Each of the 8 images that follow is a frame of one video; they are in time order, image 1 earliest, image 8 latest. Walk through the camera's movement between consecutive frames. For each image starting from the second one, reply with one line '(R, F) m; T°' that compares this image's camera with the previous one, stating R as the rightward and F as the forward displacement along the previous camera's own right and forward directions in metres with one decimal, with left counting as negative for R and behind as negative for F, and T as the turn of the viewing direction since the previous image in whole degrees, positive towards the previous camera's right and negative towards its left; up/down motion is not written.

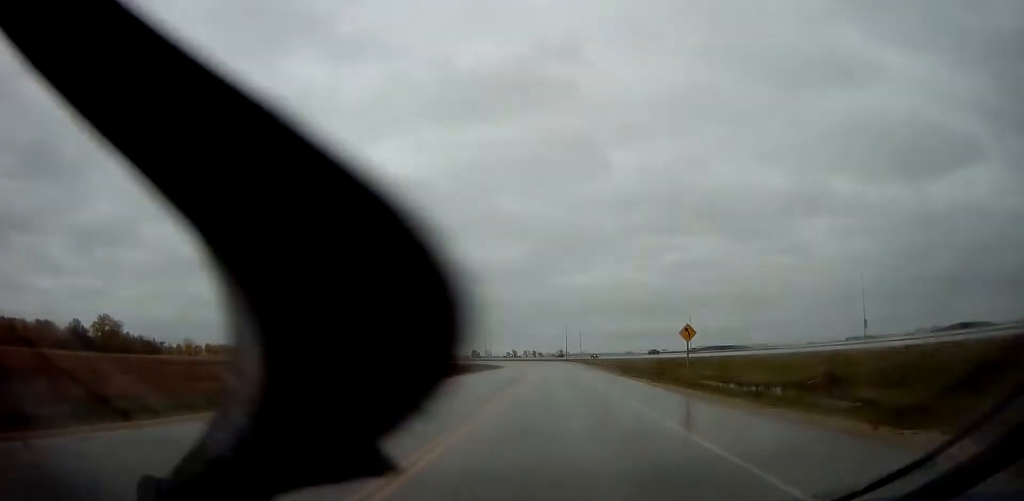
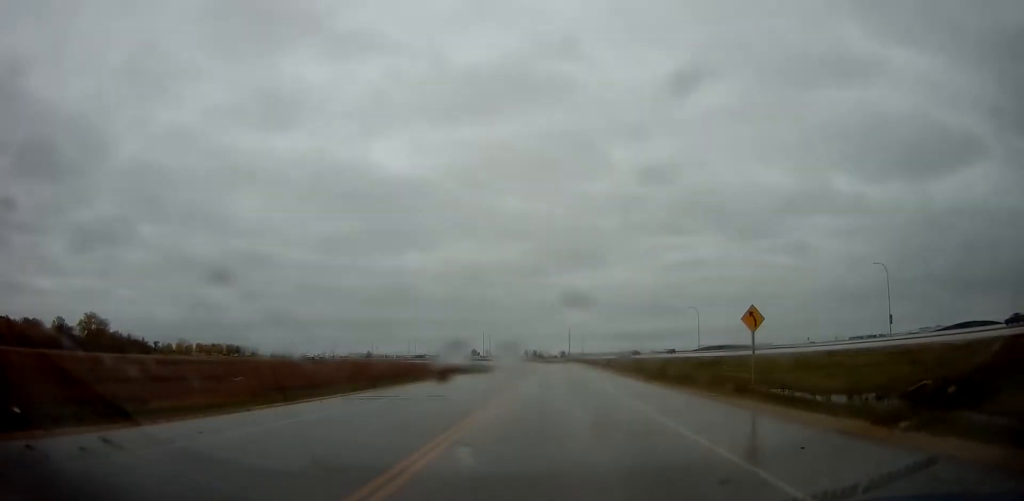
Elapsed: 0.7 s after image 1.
(0.0, +10.6) m; -1°
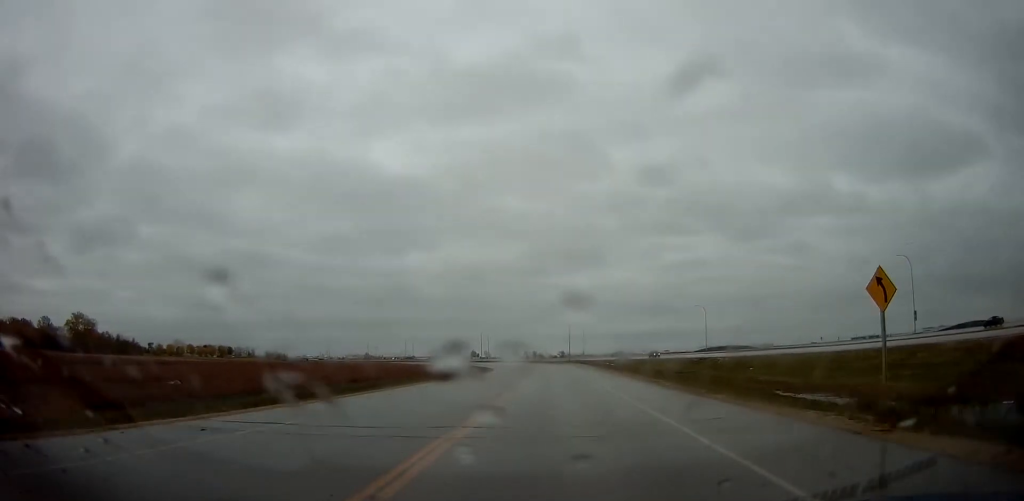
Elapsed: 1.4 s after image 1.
(-0.2, +9.2) m; 0°
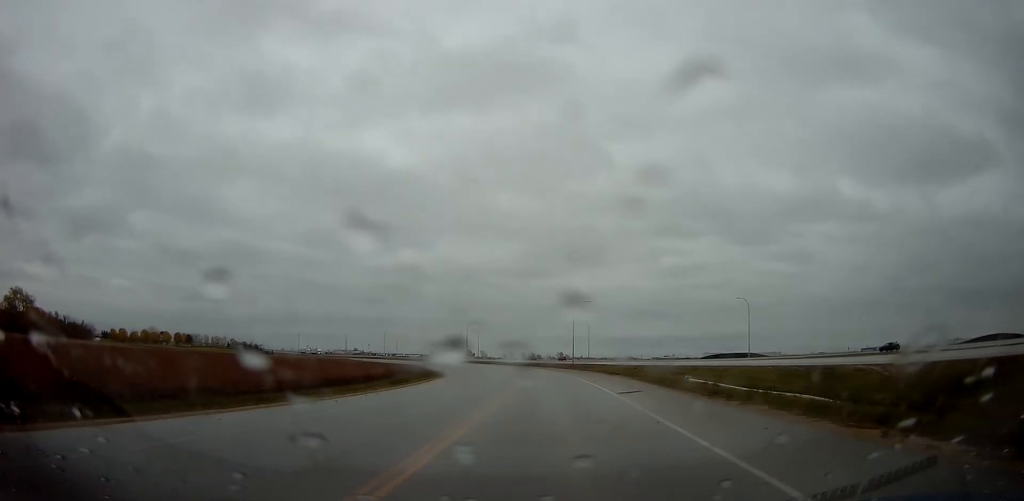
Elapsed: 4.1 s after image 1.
(+0.4, +41.1) m; 0°
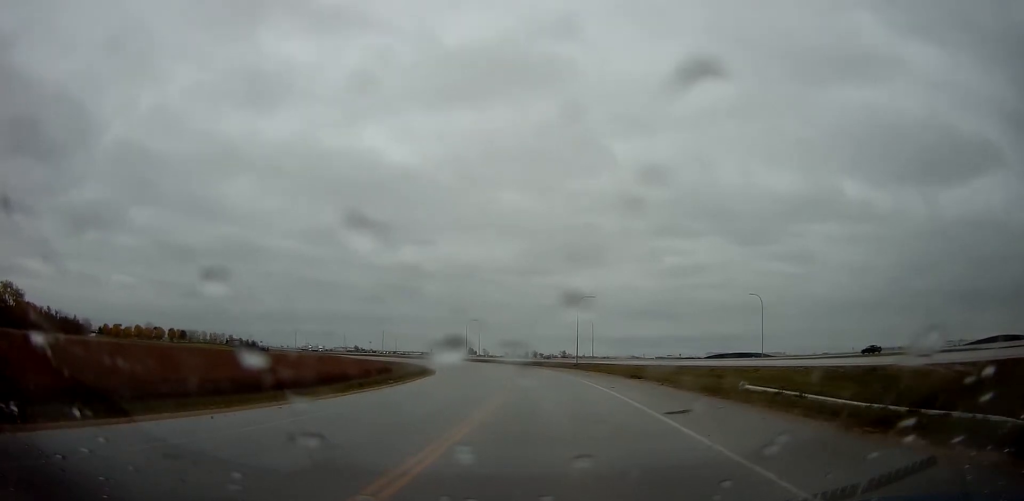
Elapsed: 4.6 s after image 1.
(-0.2, +7.7) m; 0°
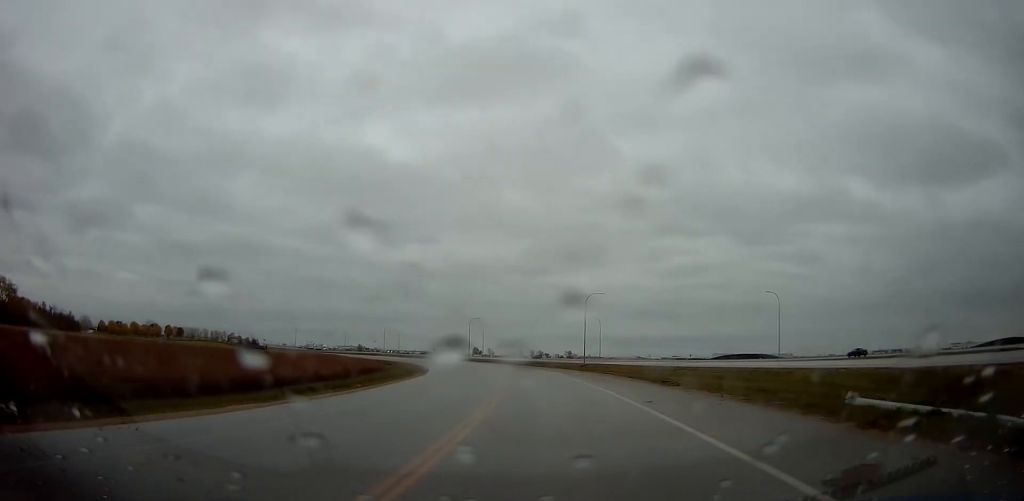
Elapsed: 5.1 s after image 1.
(0.0, +7.2) m; 0°
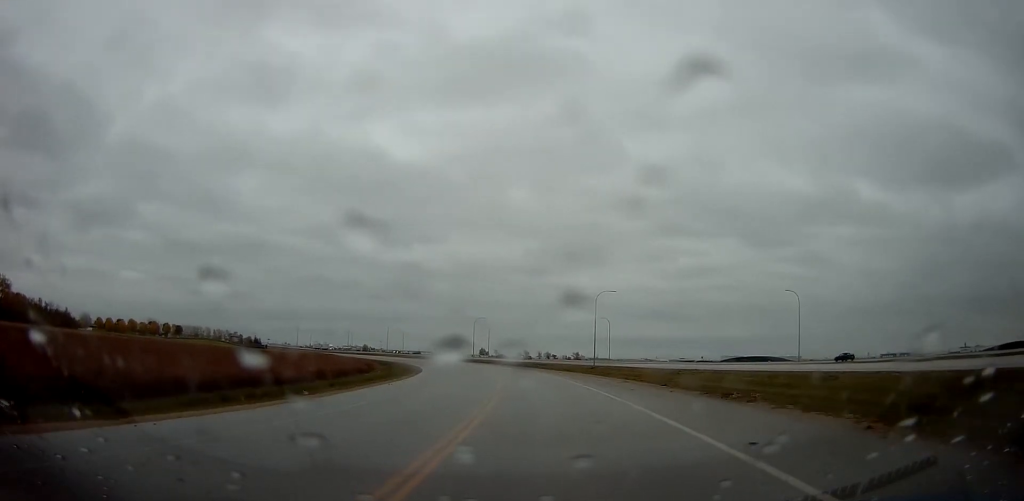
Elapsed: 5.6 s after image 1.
(+0.2, +7.2) m; -1°
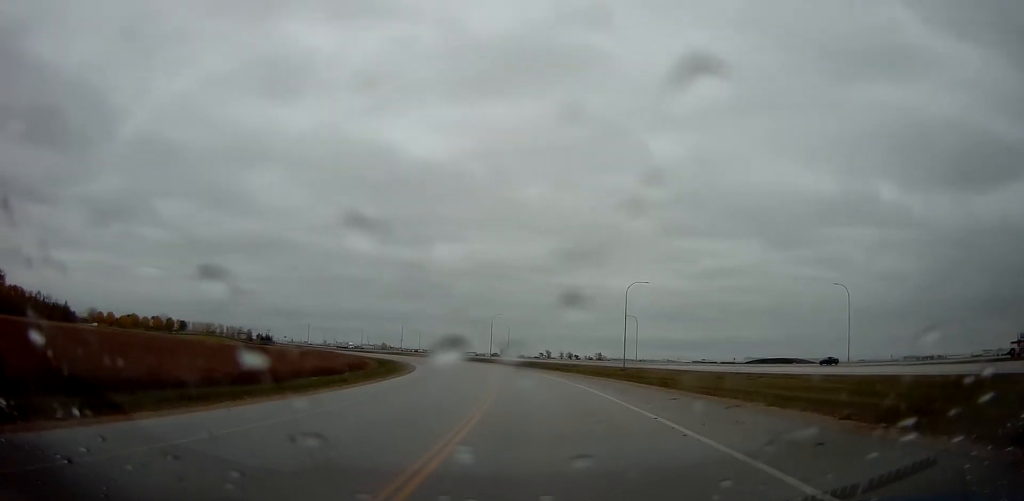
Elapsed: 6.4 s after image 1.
(-0.3, +13.5) m; -2°
